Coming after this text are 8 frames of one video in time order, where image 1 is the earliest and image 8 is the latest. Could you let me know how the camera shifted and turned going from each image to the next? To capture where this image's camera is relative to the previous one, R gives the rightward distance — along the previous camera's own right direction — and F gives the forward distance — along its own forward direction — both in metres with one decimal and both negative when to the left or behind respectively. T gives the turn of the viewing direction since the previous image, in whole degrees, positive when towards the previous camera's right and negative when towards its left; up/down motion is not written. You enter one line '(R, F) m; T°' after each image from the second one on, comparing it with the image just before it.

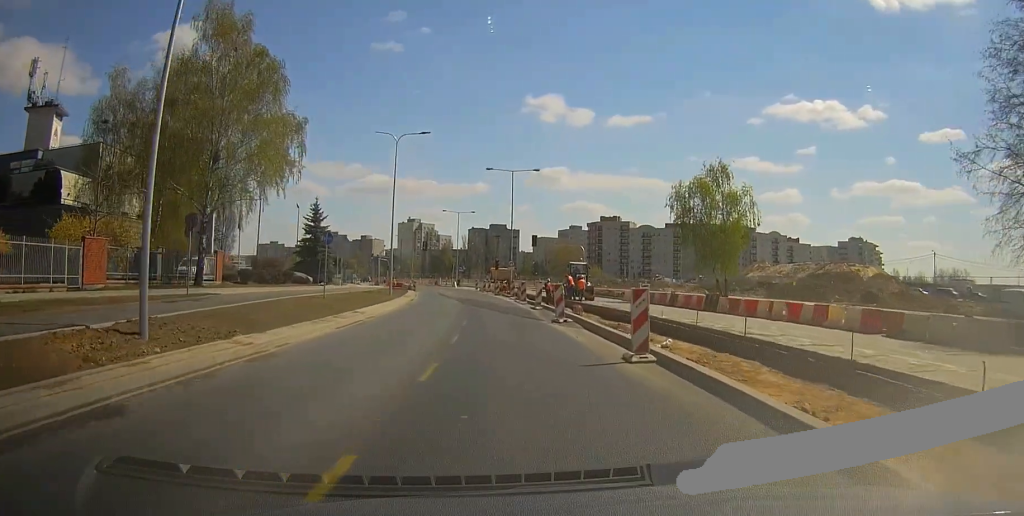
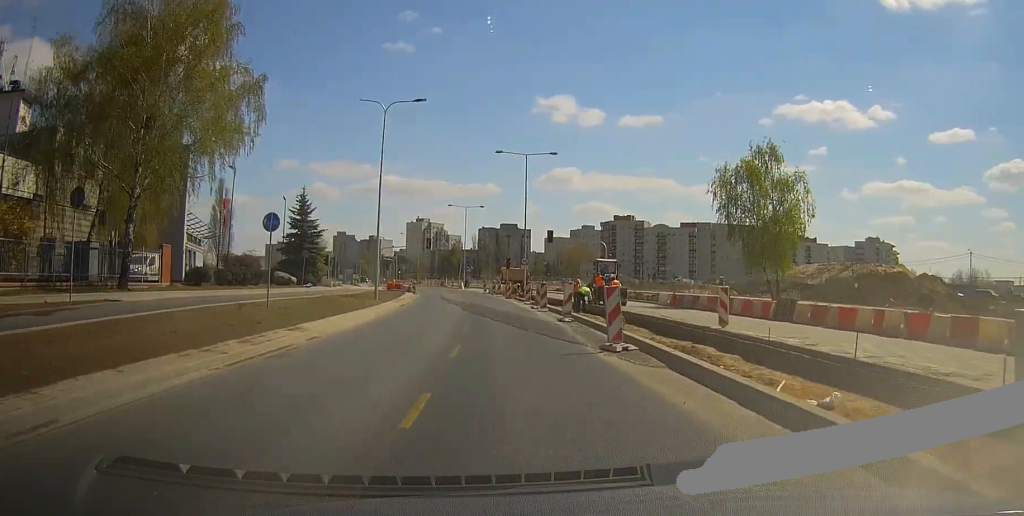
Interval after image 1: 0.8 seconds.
(-0.2, +8.9) m; -1°
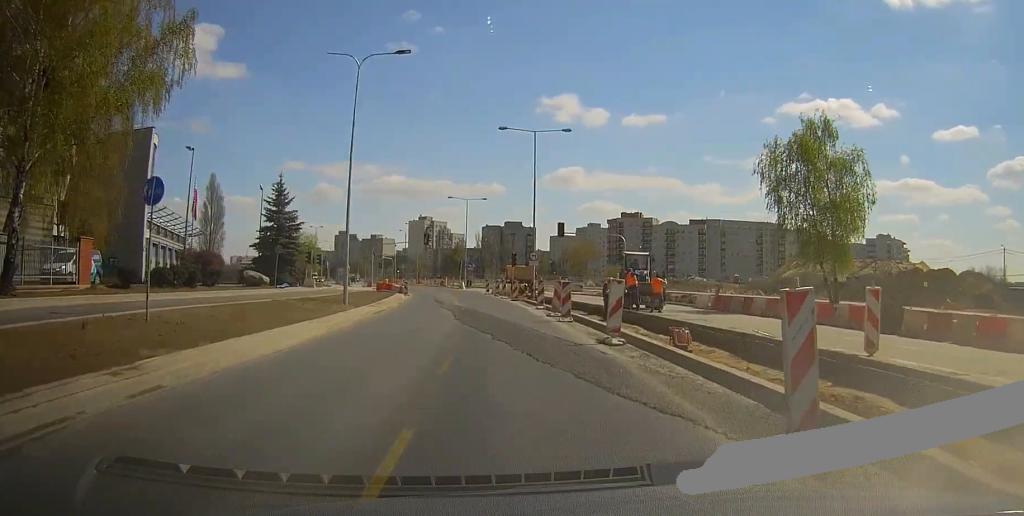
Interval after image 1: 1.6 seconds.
(0.0, +8.2) m; 0°
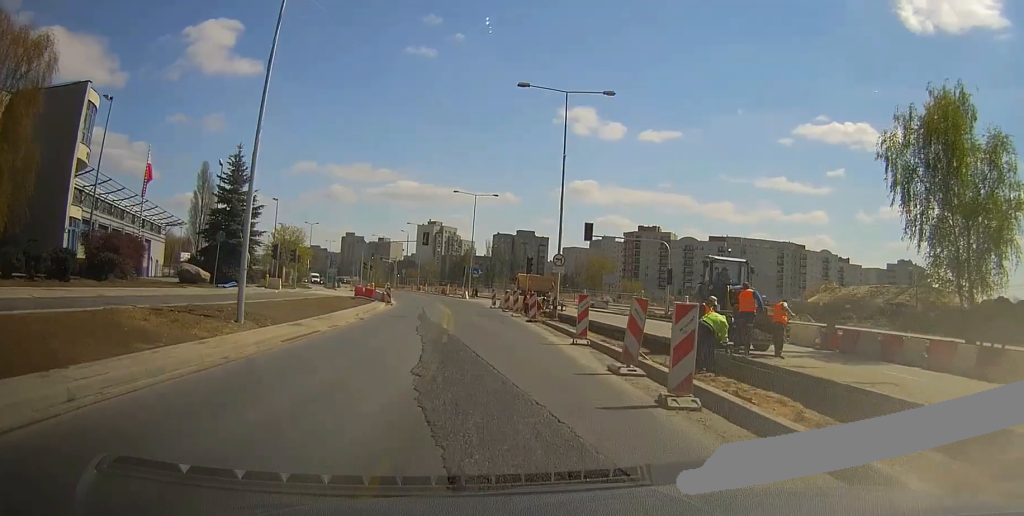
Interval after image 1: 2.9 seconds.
(0.0, +12.3) m; -1°
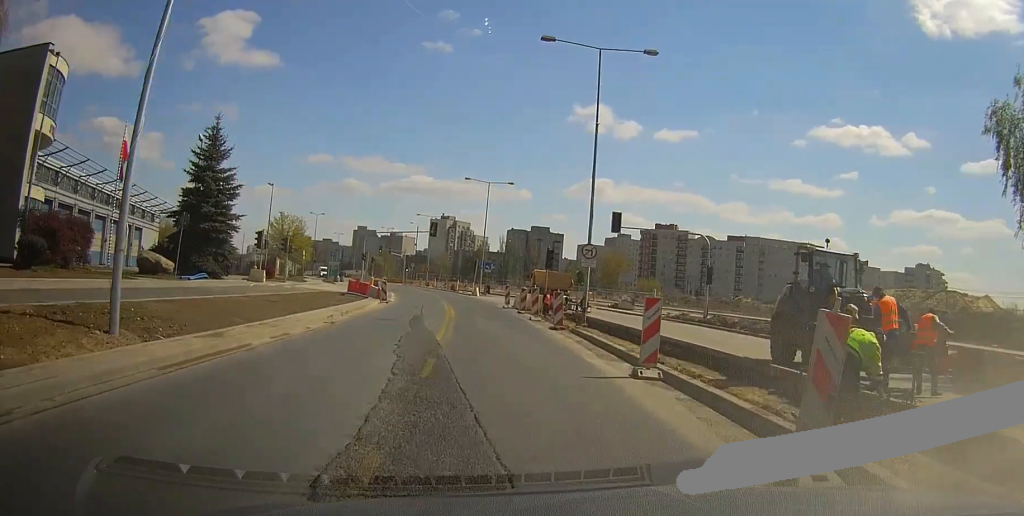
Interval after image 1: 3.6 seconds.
(-0.1, +6.3) m; -1°
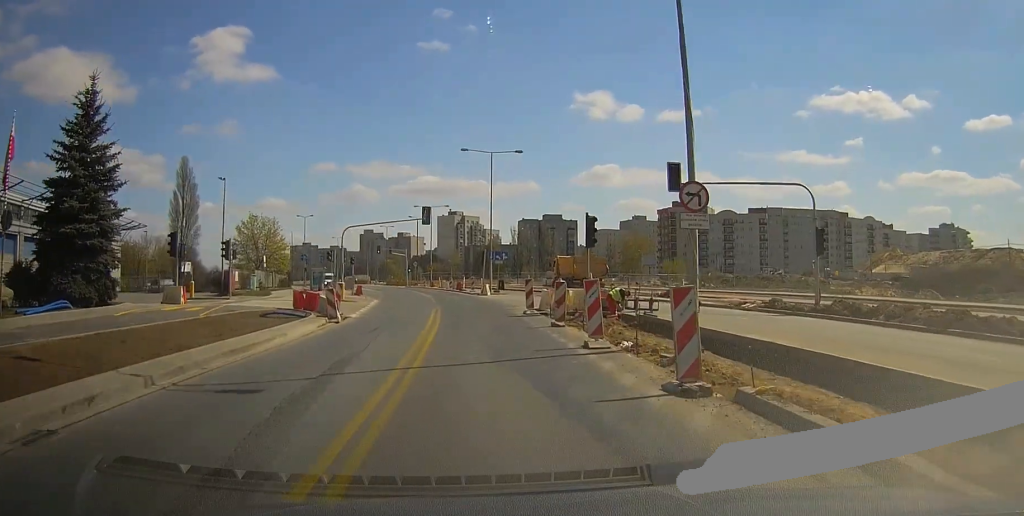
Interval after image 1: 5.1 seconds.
(0.0, +14.0) m; -1°
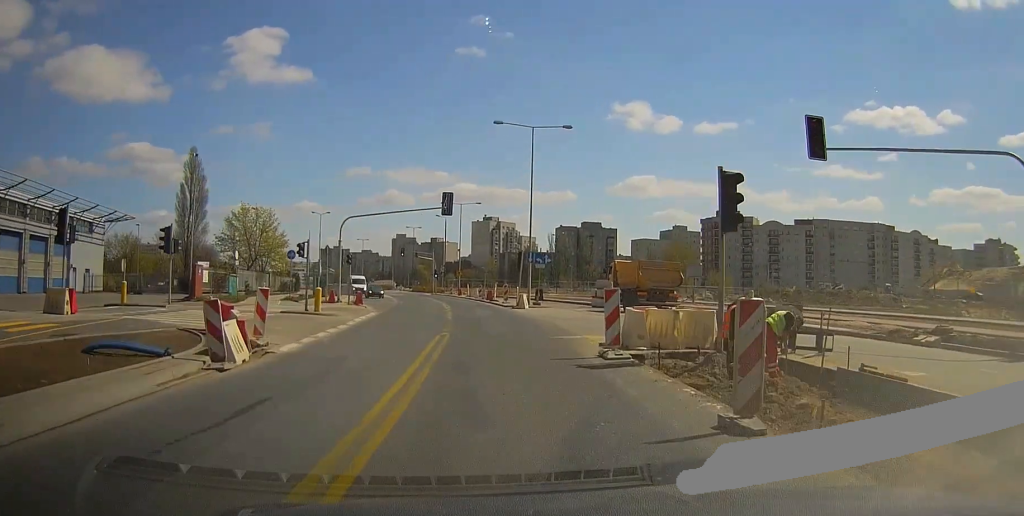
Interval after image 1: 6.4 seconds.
(-0.4, +11.6) m; -3°
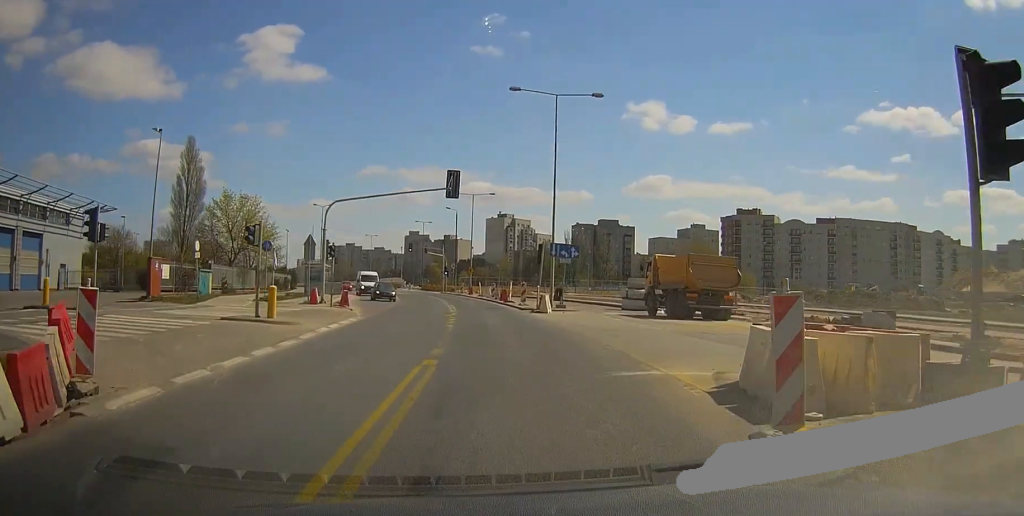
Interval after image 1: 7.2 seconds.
(0.0, +7.2) m; 0°
